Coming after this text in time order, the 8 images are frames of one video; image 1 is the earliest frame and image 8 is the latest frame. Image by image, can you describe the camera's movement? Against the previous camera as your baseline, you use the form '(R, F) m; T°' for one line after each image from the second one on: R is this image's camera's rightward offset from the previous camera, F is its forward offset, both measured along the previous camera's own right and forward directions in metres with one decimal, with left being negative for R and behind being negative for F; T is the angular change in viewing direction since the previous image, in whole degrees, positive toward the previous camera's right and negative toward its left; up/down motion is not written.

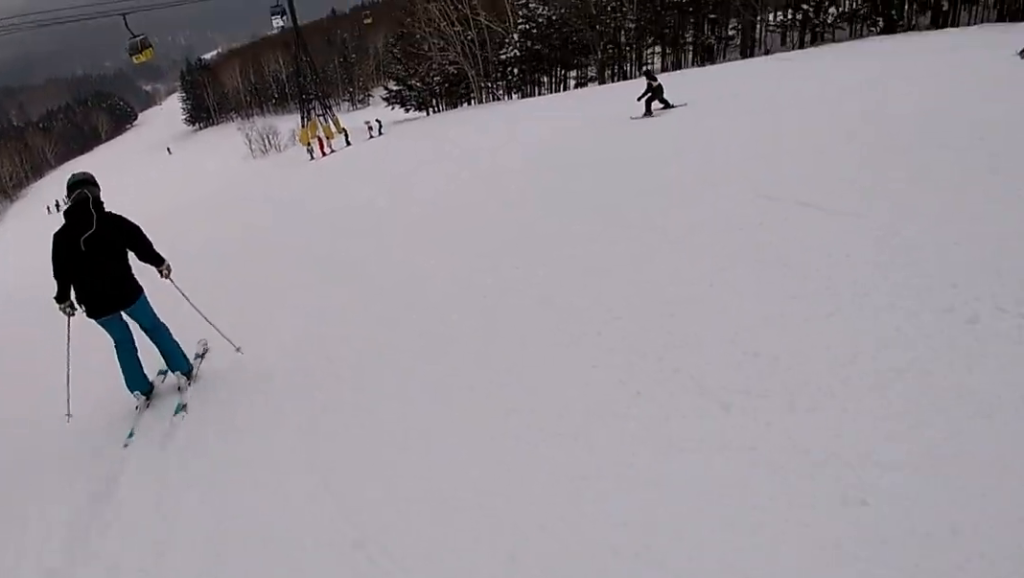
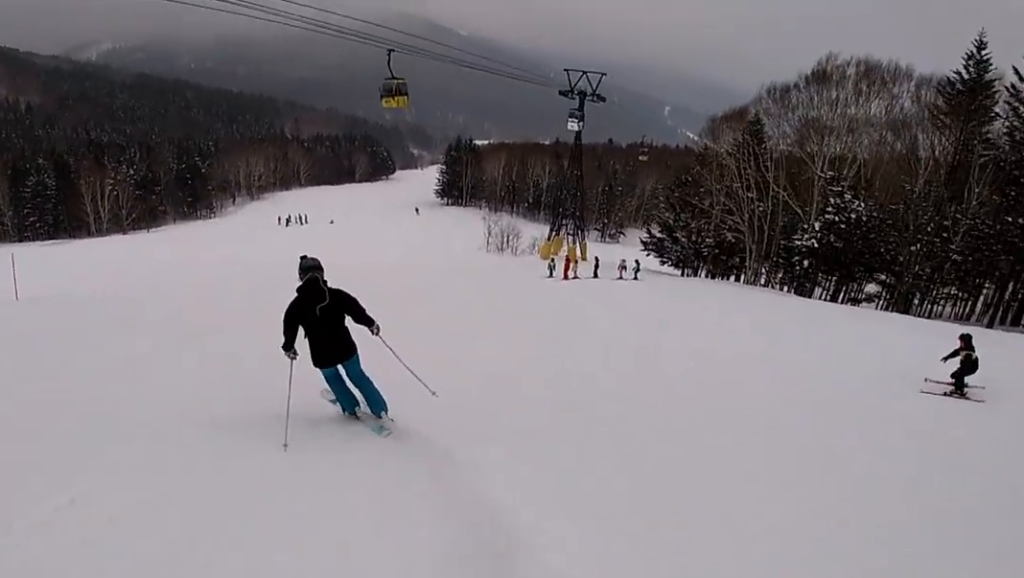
(+0.5, +6.4) m; -5°
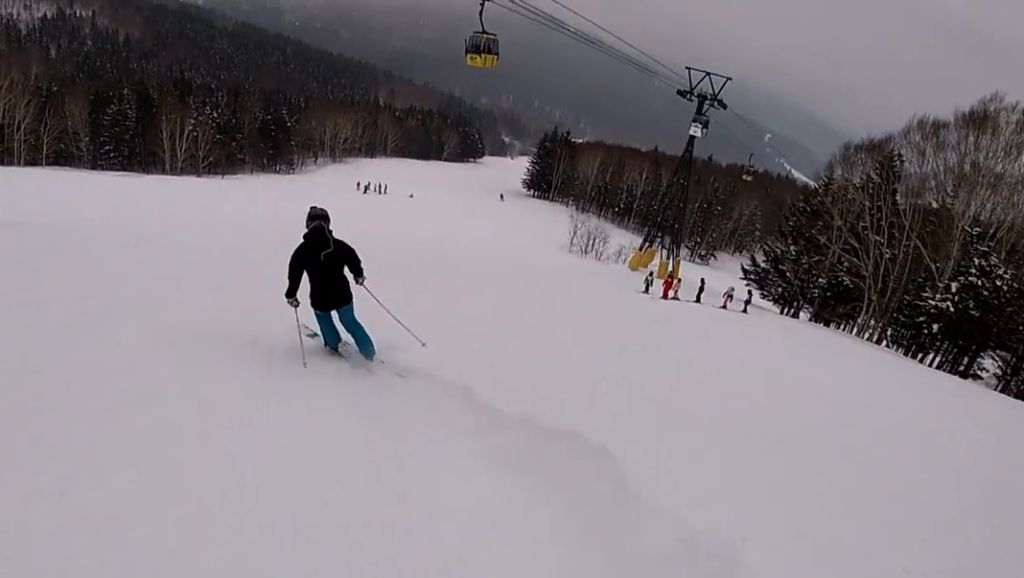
(-0.5, +4.6) m; -8°
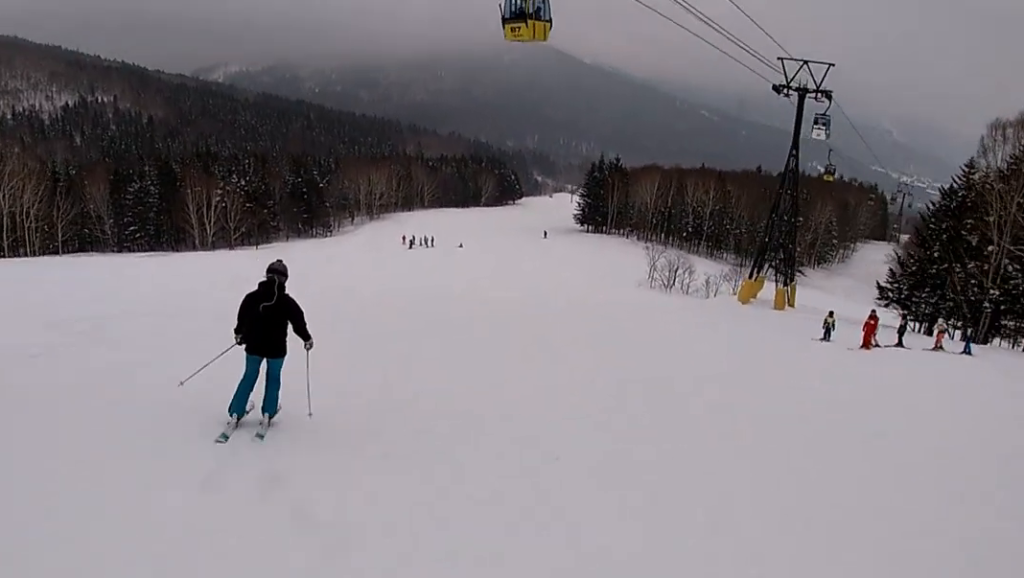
(-1.8, +9.9) m; -7°
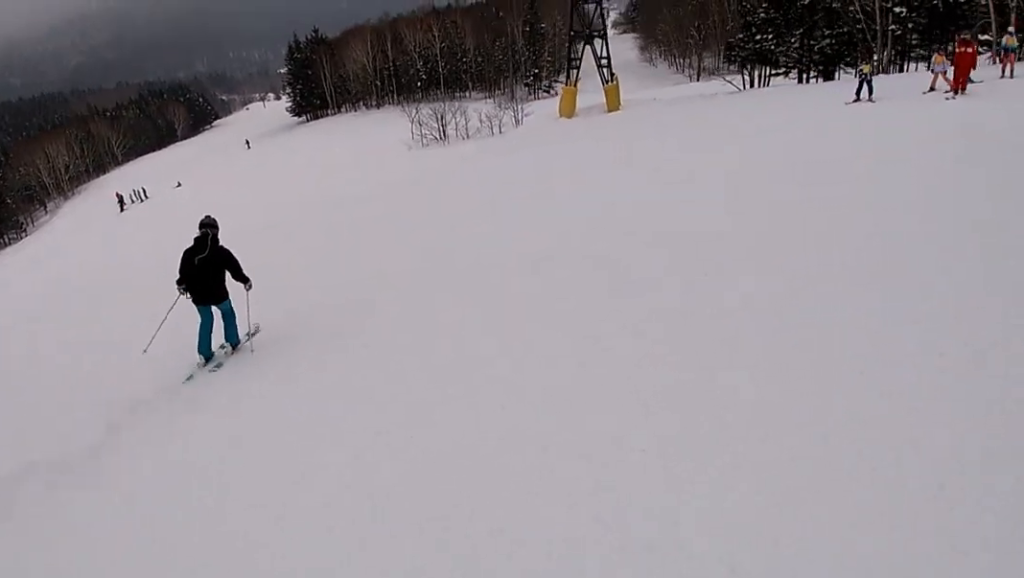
(+3.0, +14.7) m; +24°
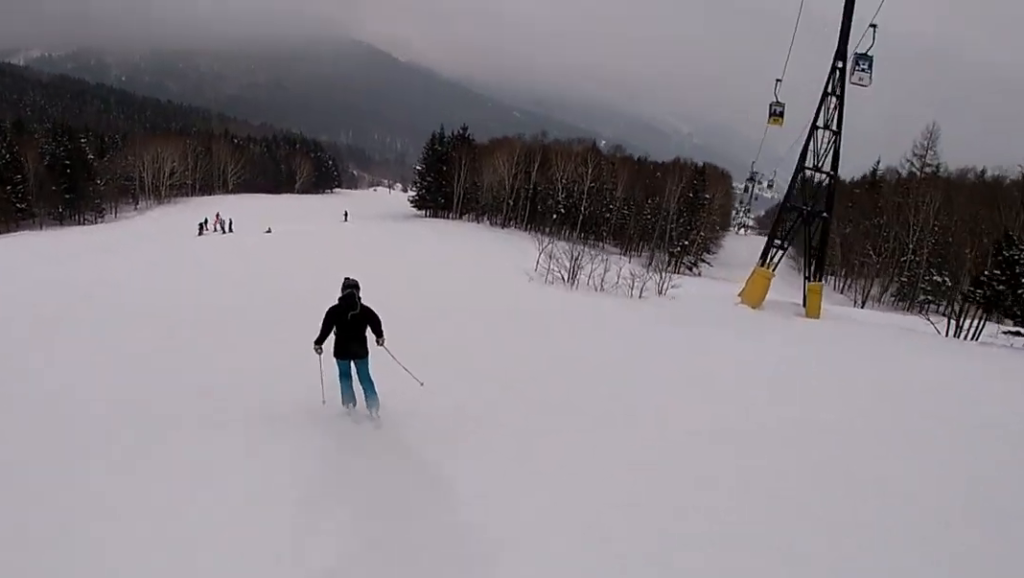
(0.0, +11.0) m; -7°
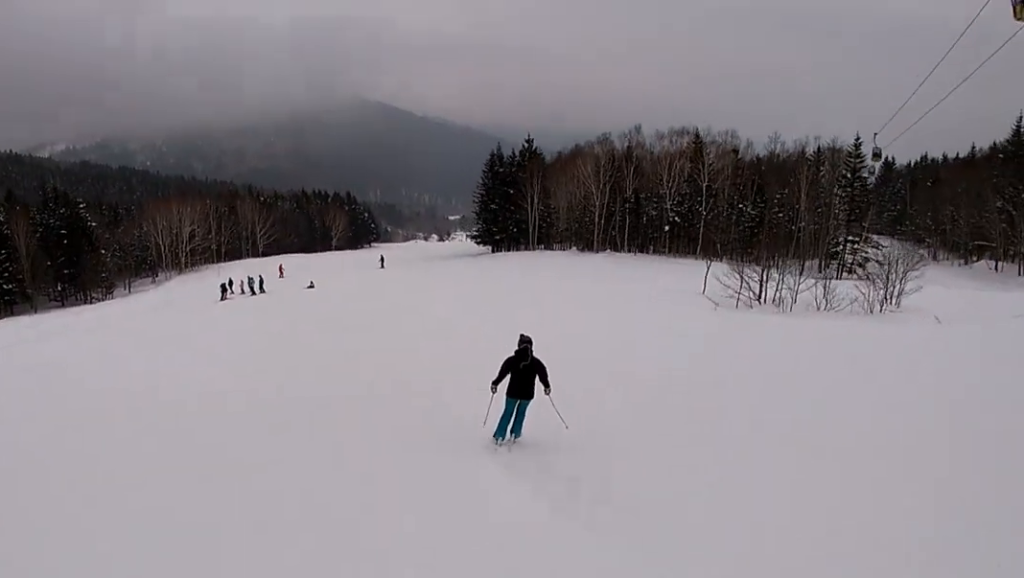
(-0.7, +18.2) m; +4°
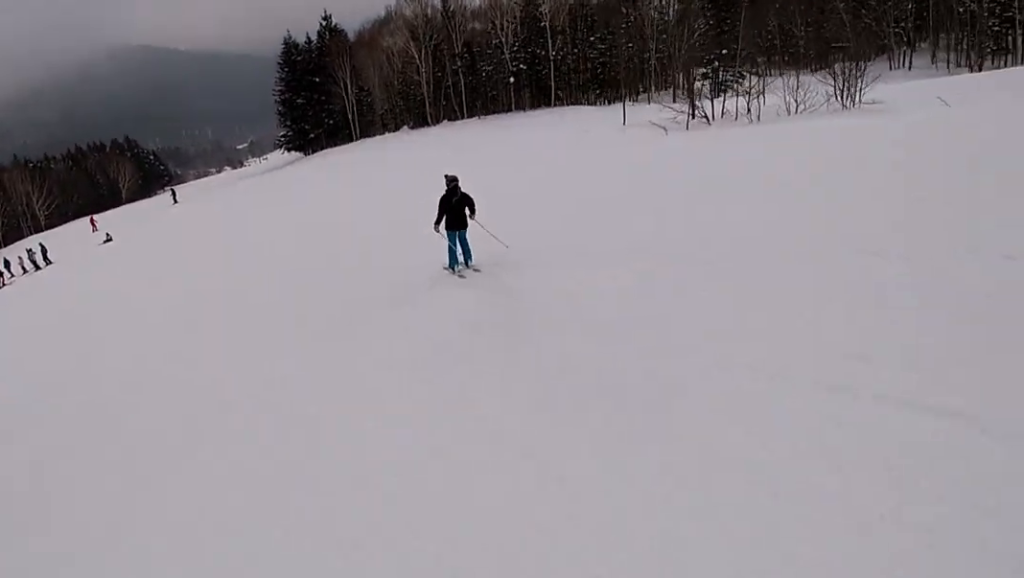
(+0.7, +11.0) m; +7°
